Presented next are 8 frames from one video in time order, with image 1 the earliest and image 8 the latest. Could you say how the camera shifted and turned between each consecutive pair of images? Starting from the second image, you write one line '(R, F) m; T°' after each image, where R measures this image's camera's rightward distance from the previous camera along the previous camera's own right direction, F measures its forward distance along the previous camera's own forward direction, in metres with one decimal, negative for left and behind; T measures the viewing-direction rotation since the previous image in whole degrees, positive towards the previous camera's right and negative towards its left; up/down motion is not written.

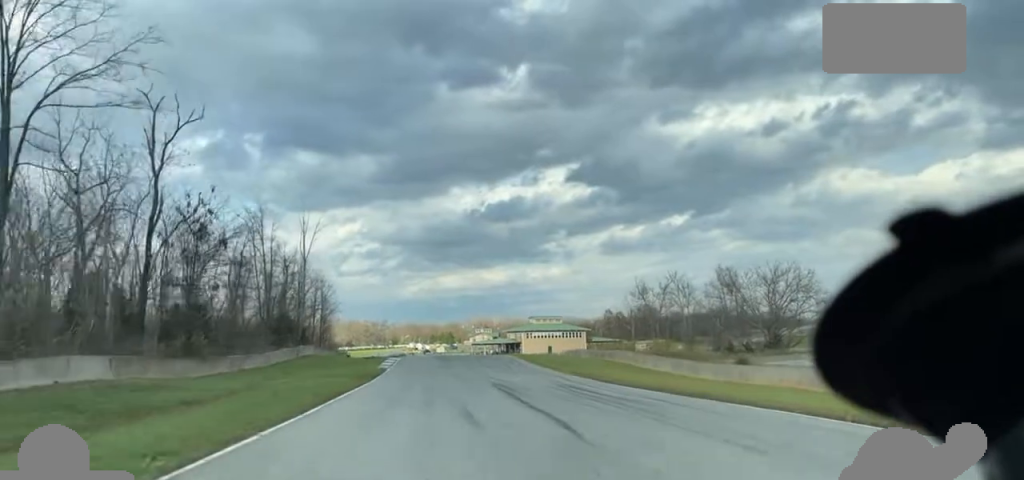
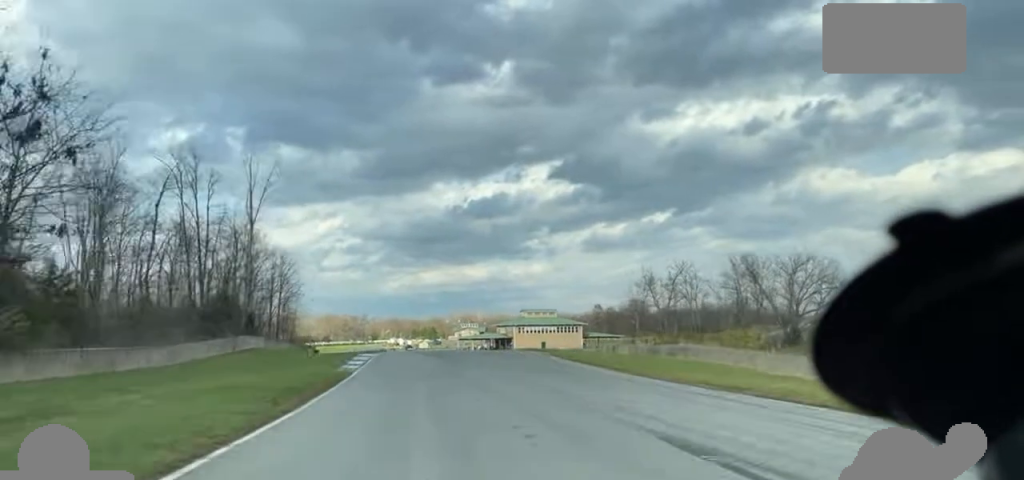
(+0.7, +20.0) m; +3°
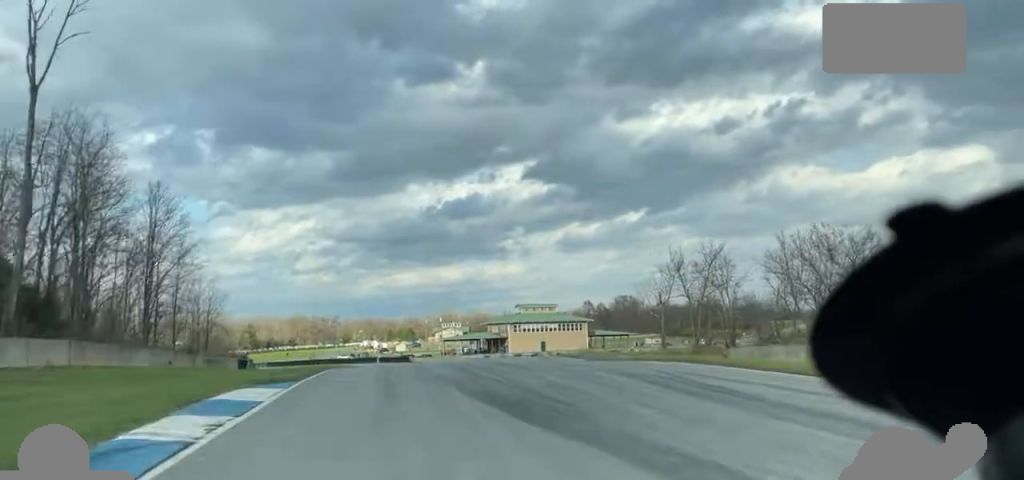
(+0.9, +33.1) m; +2°
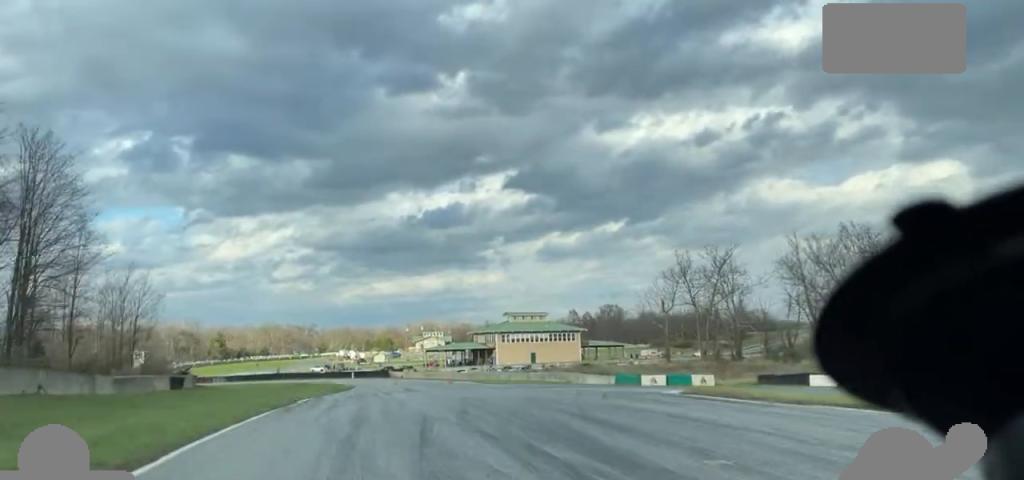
(+0.2, +14.2) m; +1°
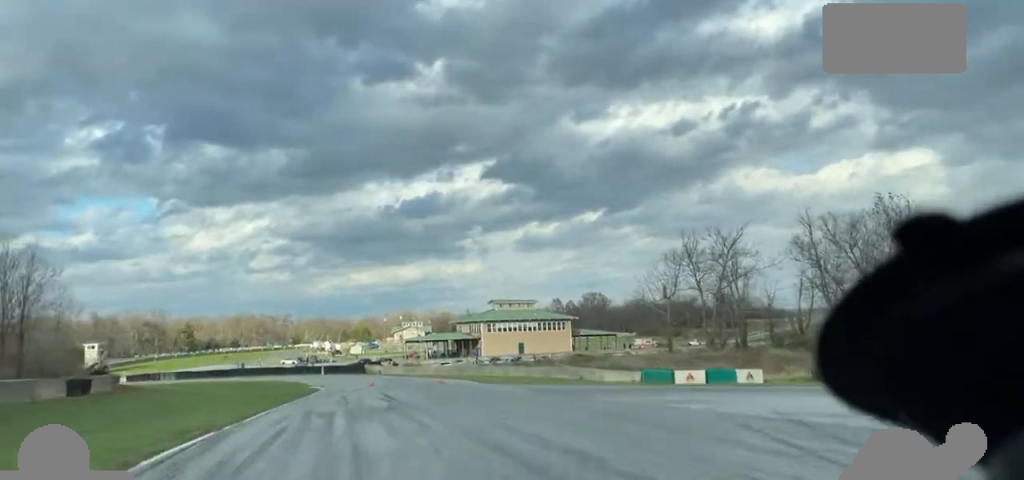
(+0.1, +13.9) m; +8°
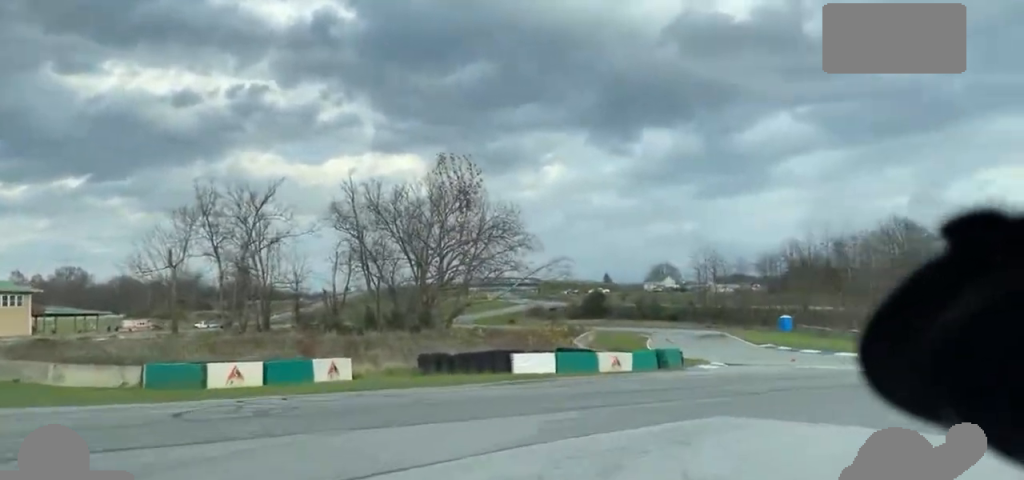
(+7.2, +21.6) m; +44°
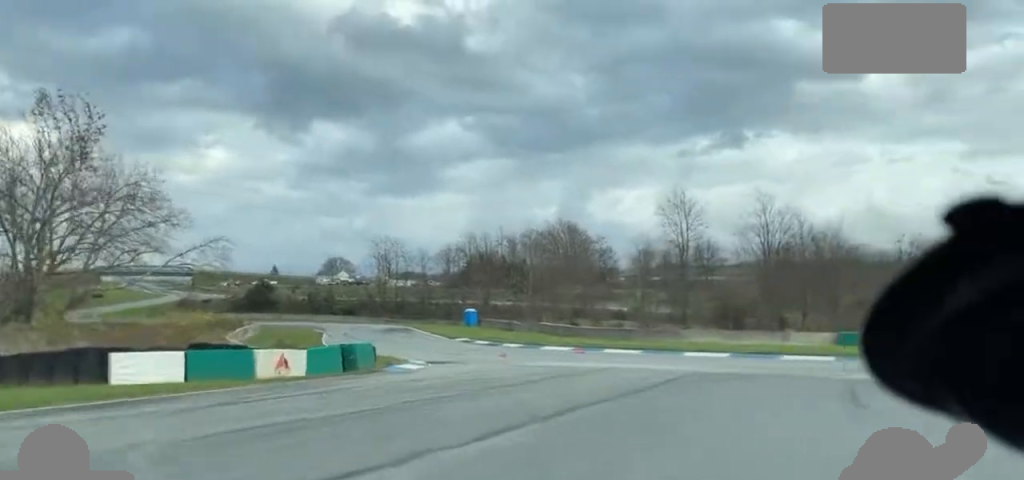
(+0.4, +10.4) m; +19°
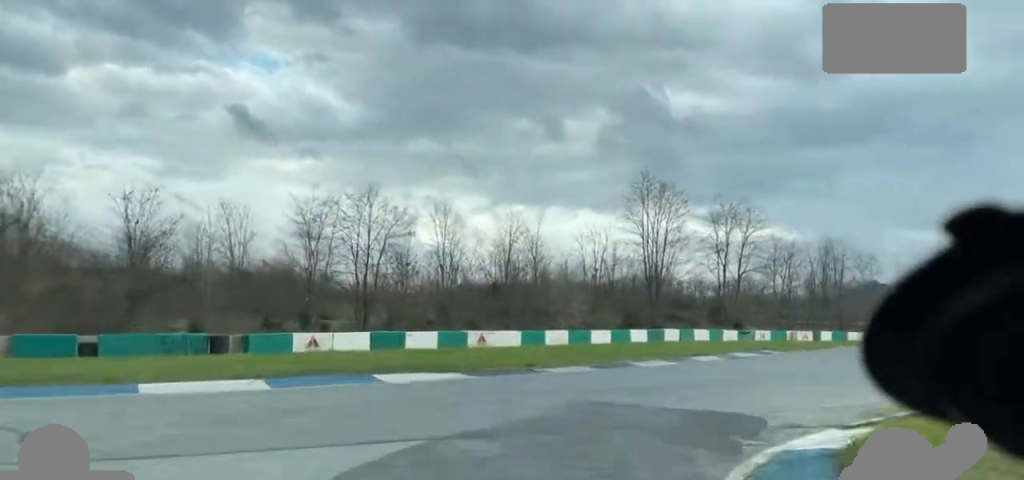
(+10.1, +20.6) m; +47°
